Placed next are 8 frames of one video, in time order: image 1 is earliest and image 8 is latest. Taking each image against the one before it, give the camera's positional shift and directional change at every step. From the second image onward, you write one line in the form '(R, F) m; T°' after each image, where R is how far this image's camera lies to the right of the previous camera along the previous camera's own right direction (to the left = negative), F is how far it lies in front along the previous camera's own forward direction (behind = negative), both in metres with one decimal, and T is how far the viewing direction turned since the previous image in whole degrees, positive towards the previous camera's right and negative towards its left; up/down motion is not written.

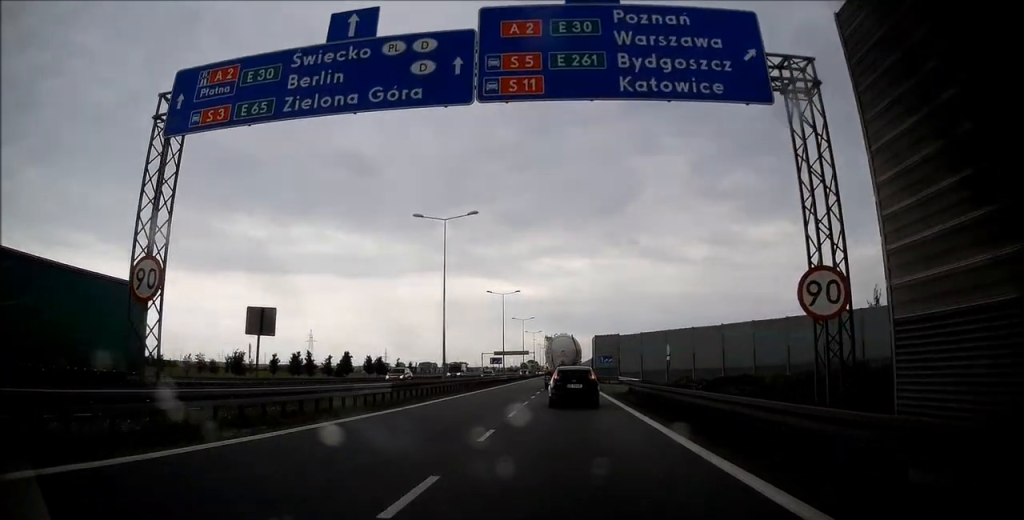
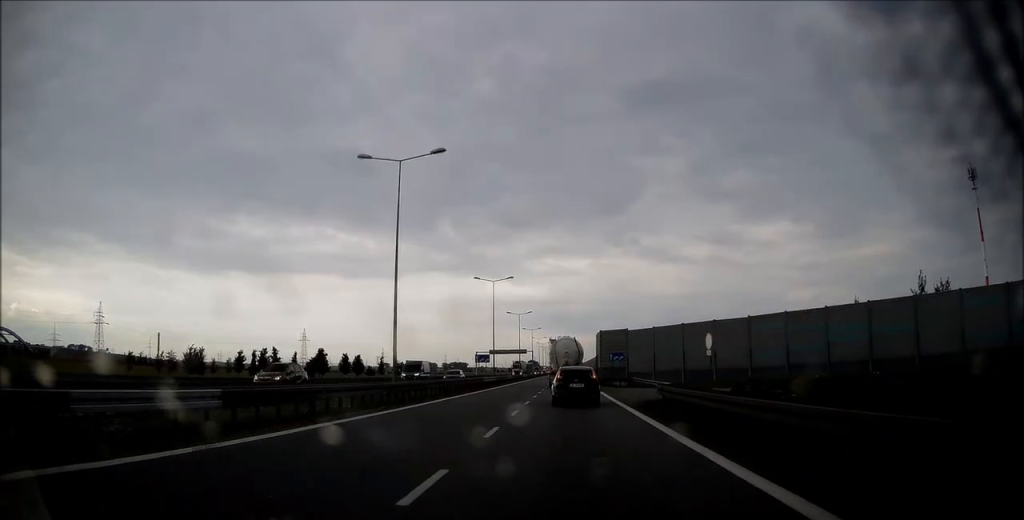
(+0.1, +11.2) m; +1°
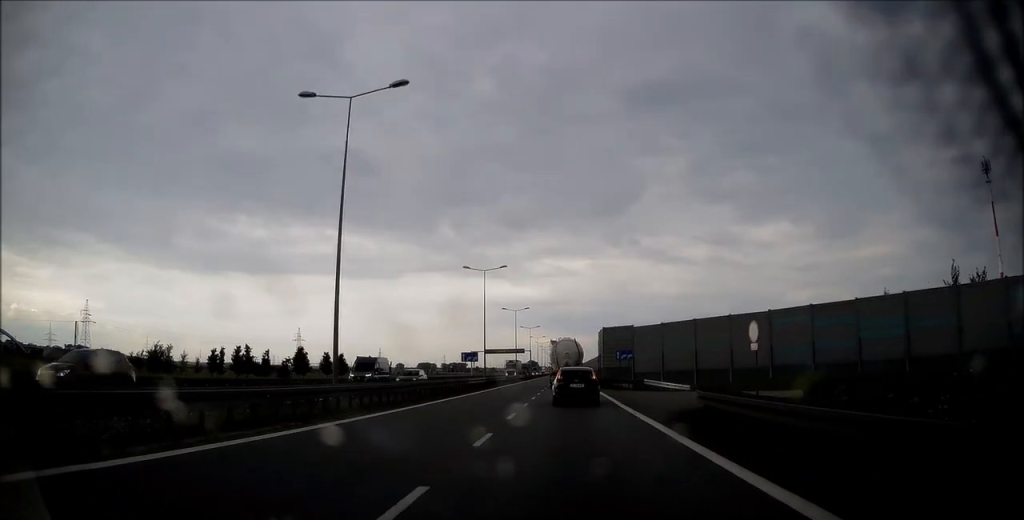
(0.0, +6.9) m; +1°
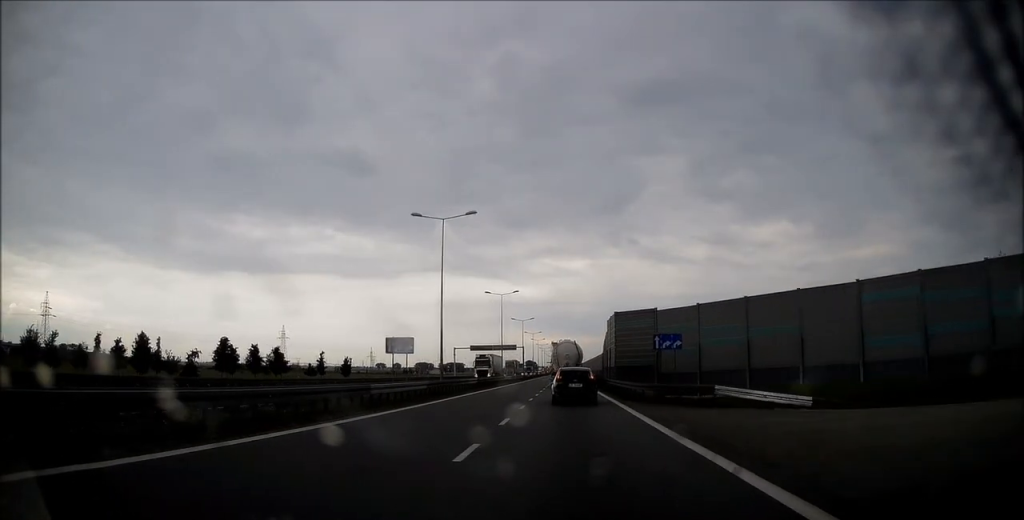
(0.0, +19.4) m; -1°
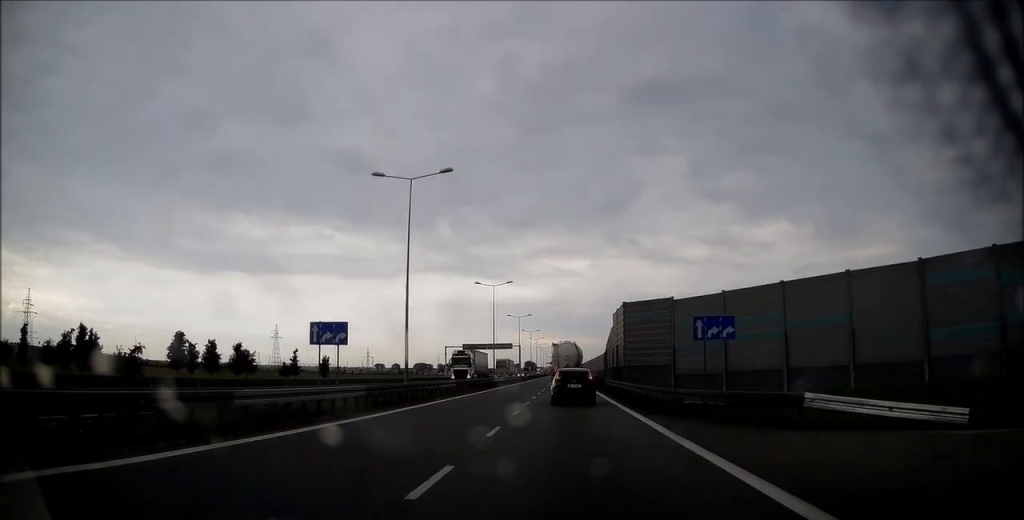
(-0.2, +8.3) m; 0°
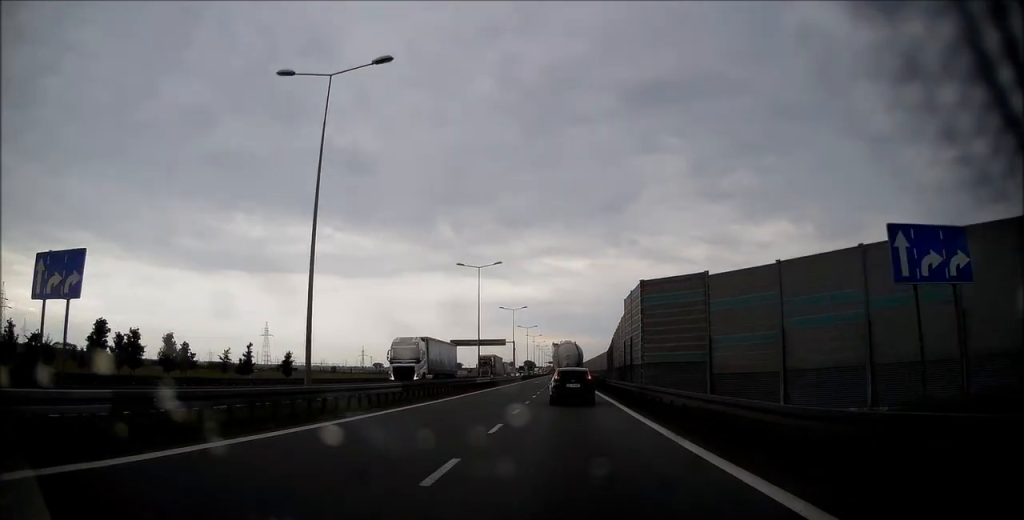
(0.0, +11.4) m; 0°
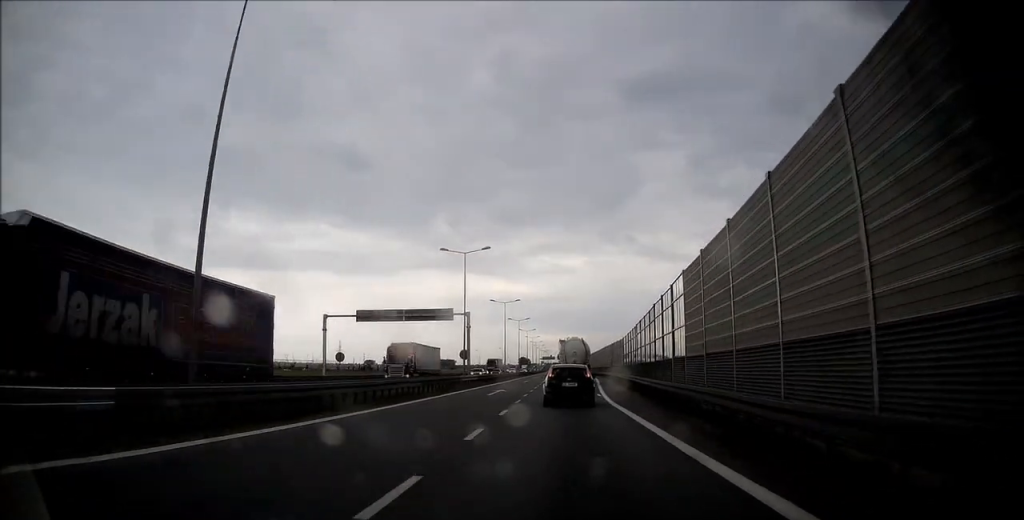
(+0.5, +42.7) m; +1°
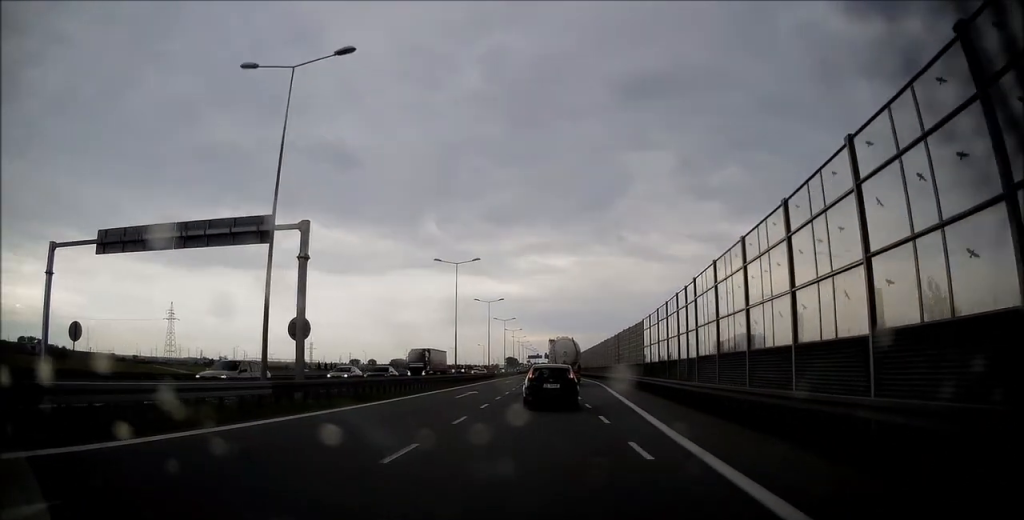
(+0.2, +33.0) m; 0°
